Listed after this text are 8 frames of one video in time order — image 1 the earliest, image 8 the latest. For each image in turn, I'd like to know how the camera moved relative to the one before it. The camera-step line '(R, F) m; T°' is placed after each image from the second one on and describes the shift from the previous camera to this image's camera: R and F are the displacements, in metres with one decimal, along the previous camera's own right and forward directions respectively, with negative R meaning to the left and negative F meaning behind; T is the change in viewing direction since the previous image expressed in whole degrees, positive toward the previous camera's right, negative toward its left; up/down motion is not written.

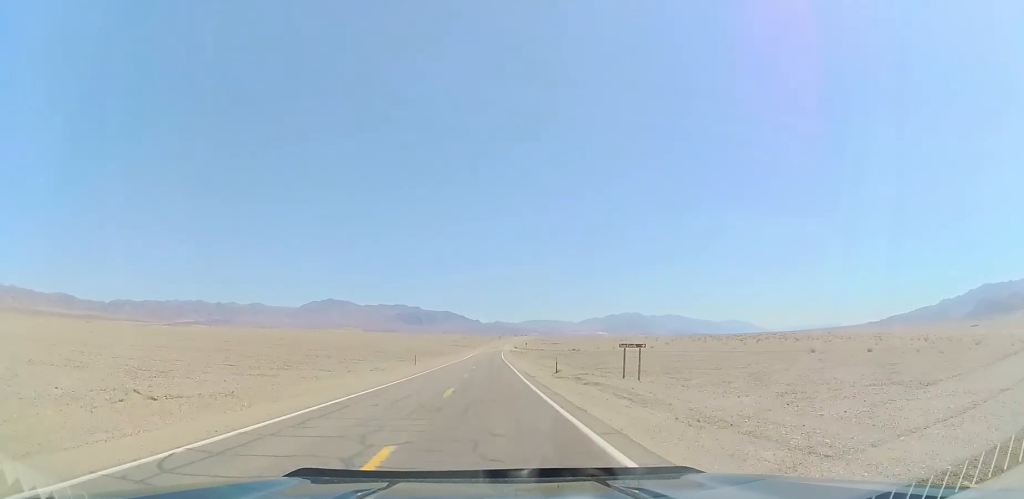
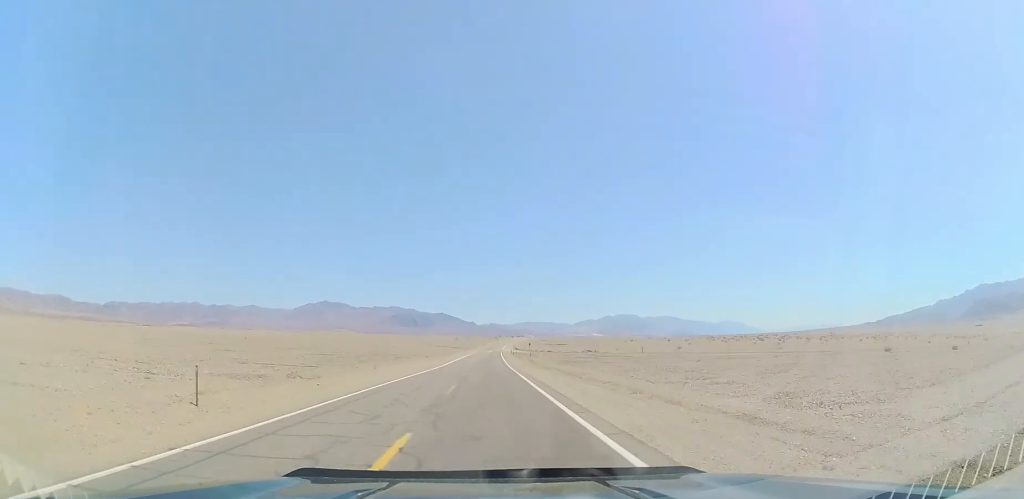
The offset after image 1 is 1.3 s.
(0.0, +43.0) m; +1°
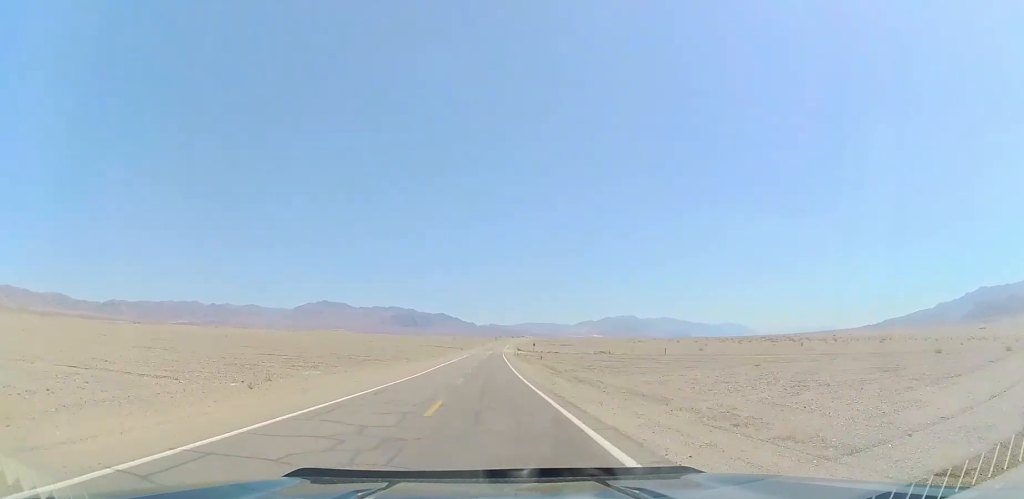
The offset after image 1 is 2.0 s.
(+0.1, +21.4) m; 0°
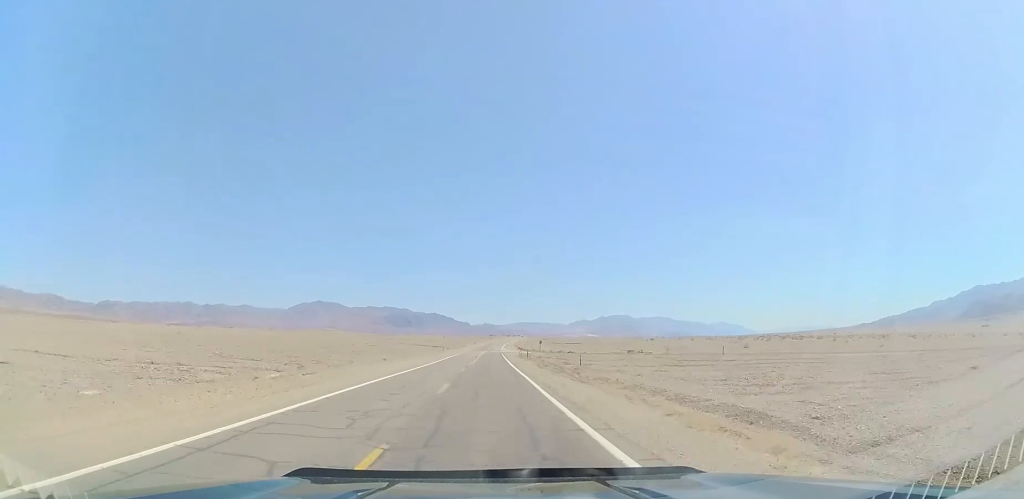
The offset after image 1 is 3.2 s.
(-0.1, +38.3) m; 0°
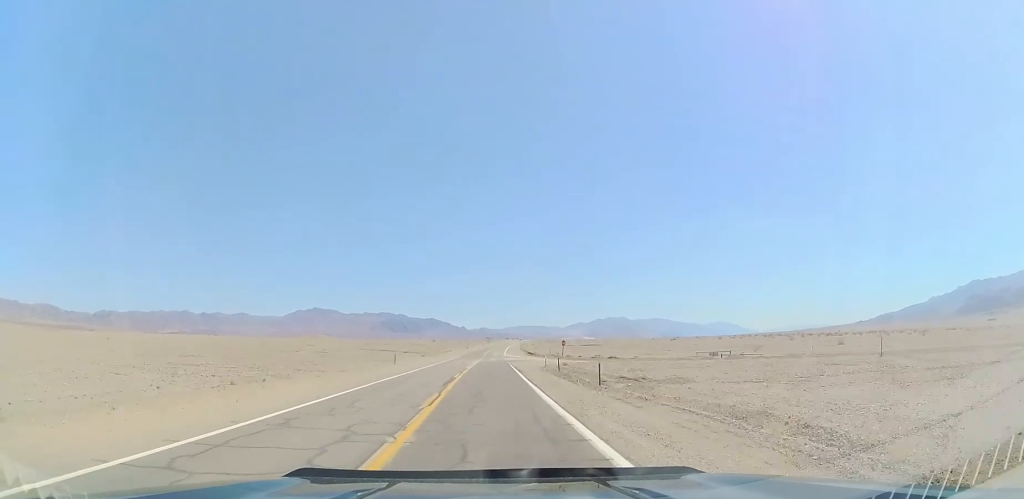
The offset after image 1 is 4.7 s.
(+0.3, +46.8) m; +1°
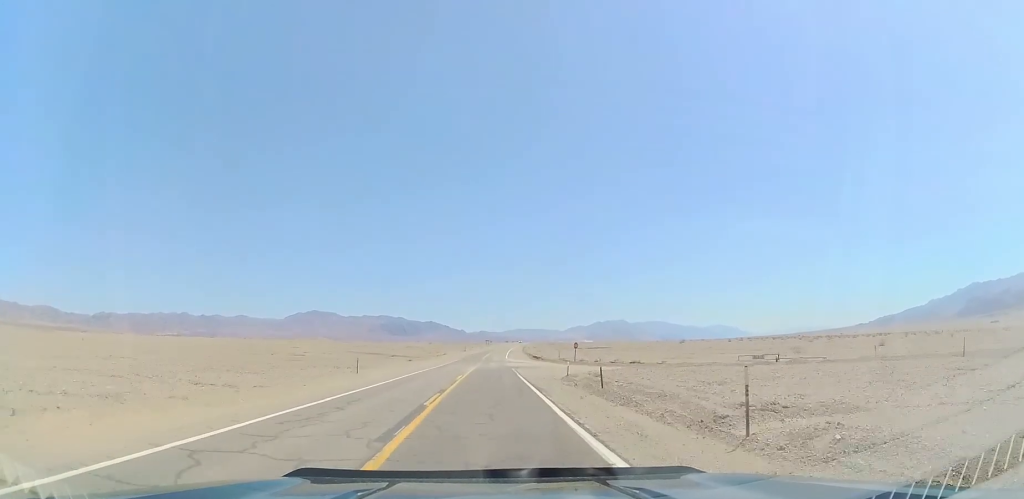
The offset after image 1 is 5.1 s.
(0.0, +13.8) m; 0°
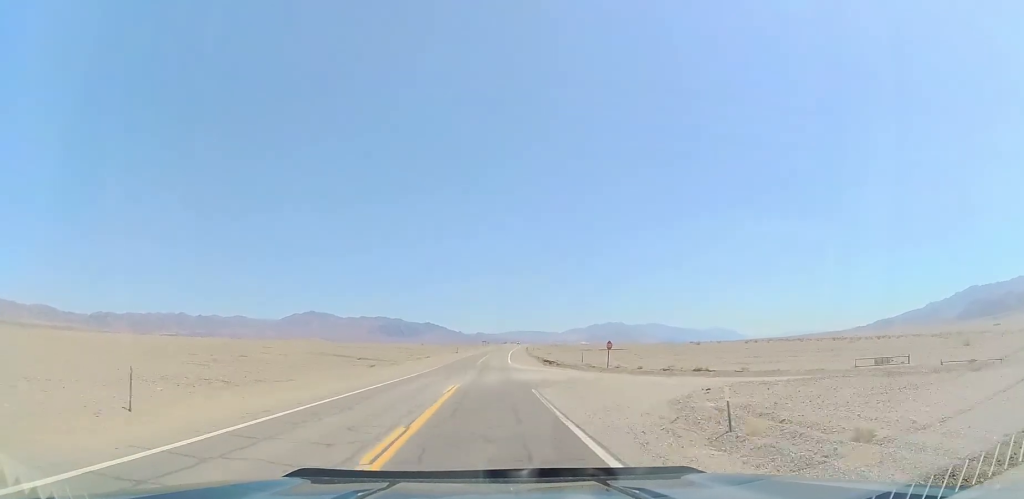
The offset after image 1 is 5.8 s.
(+0.1, +23.3) m; +1°
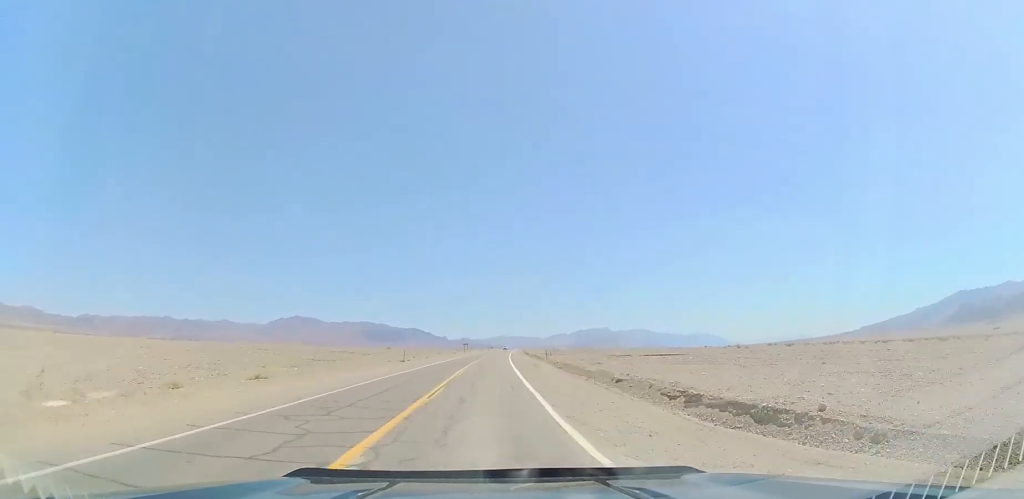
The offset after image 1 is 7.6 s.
(-0.2, +55.3) m; +1°
